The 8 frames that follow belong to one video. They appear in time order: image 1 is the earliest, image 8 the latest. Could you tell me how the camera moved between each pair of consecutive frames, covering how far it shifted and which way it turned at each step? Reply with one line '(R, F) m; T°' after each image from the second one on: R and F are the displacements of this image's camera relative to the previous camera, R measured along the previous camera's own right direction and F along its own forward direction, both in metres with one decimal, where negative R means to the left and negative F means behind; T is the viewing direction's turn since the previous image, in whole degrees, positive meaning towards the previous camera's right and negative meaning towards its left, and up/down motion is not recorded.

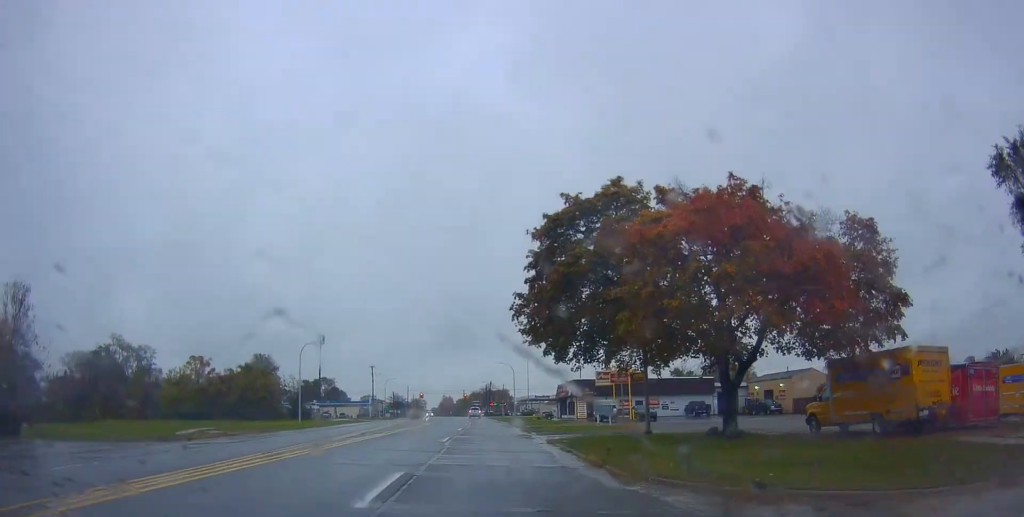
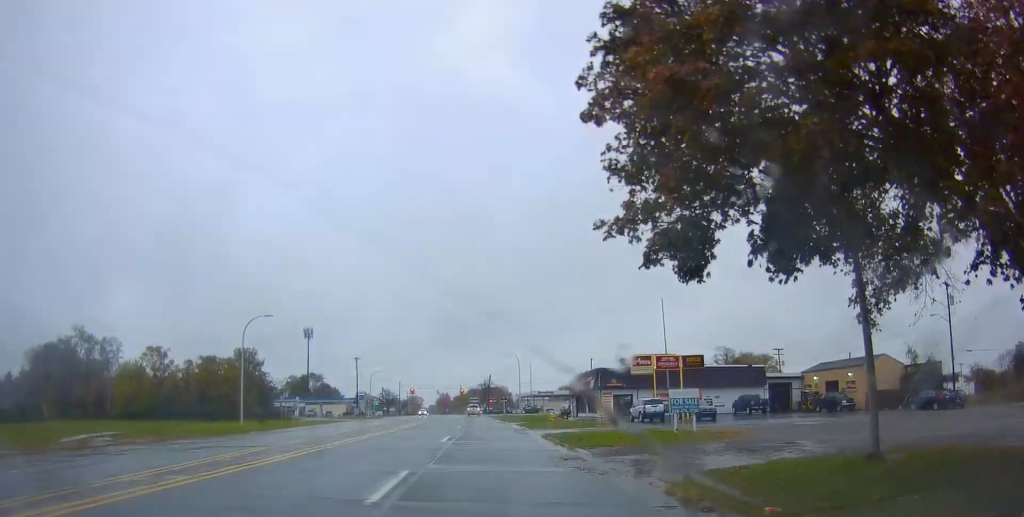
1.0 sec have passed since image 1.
(+0.2, +15.8) m; +1°
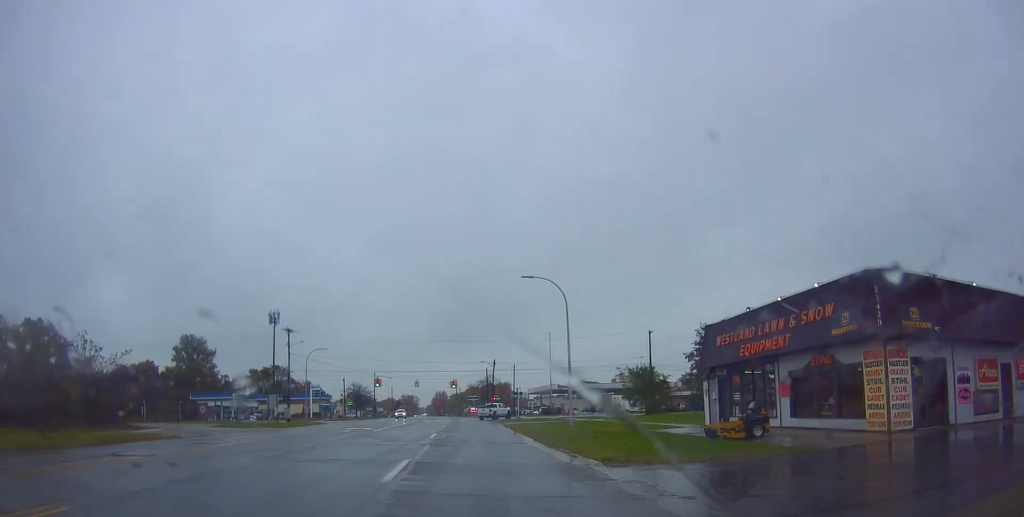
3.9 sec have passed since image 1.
(-0.4, +43.4) m; 0°
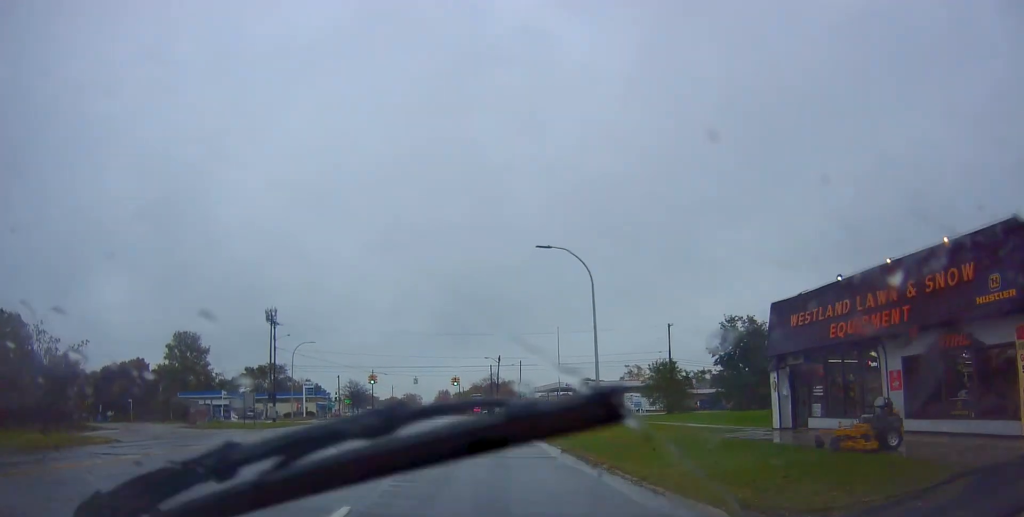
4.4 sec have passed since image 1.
(+0.3, +7.2) m; 0°
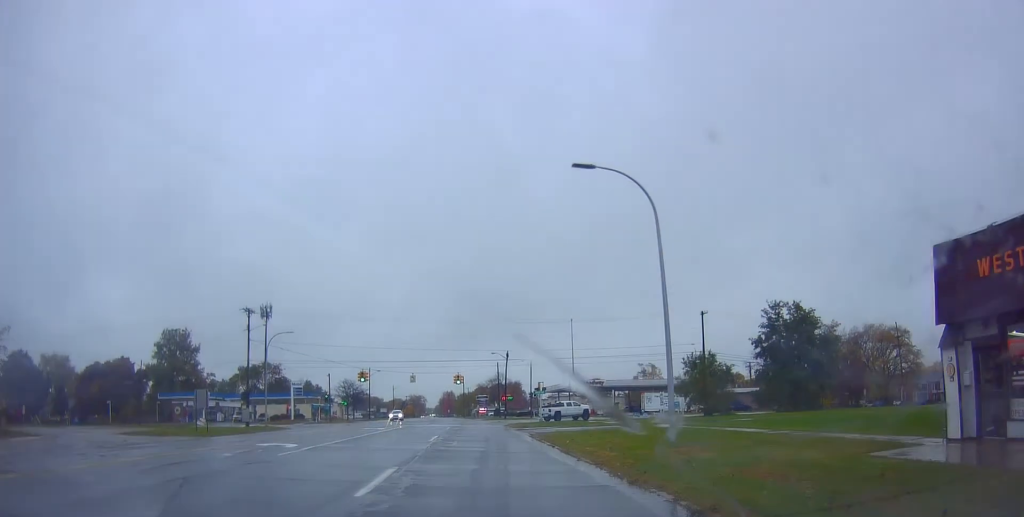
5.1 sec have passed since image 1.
(-0.1, +10.2) m; -1°
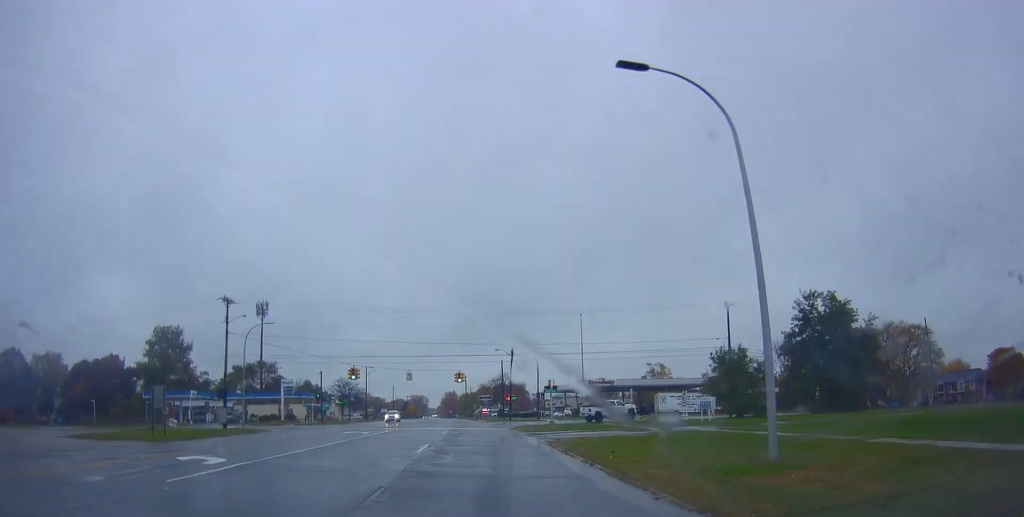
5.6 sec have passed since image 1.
(-0.1, +6.4) m; -1°
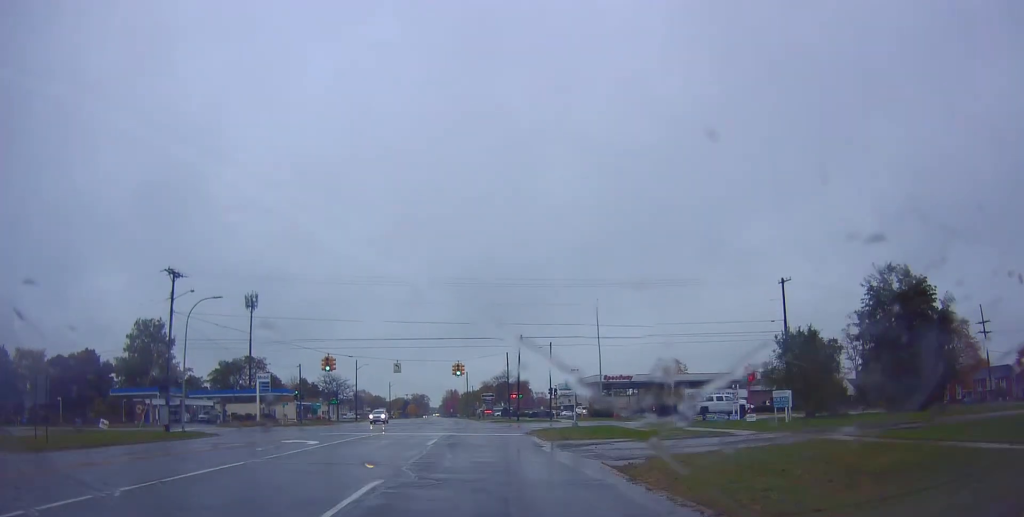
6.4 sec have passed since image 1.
(0.0, +10.9) m; +2°
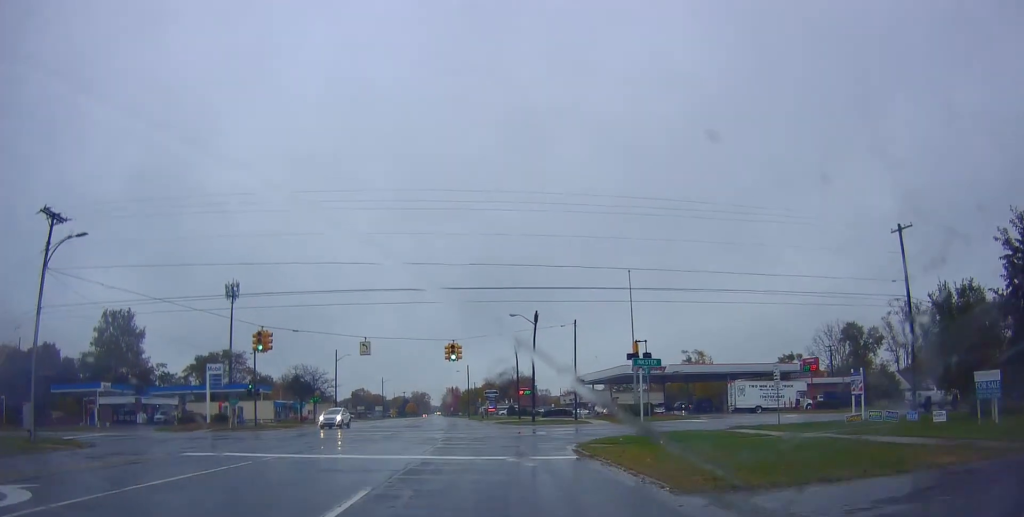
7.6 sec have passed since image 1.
(+0.4, +15.7) m; 0°
